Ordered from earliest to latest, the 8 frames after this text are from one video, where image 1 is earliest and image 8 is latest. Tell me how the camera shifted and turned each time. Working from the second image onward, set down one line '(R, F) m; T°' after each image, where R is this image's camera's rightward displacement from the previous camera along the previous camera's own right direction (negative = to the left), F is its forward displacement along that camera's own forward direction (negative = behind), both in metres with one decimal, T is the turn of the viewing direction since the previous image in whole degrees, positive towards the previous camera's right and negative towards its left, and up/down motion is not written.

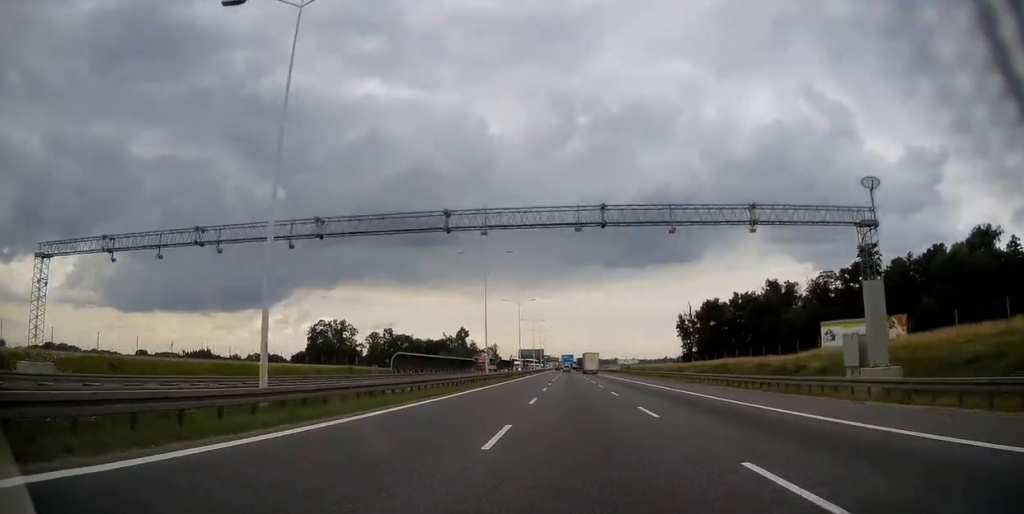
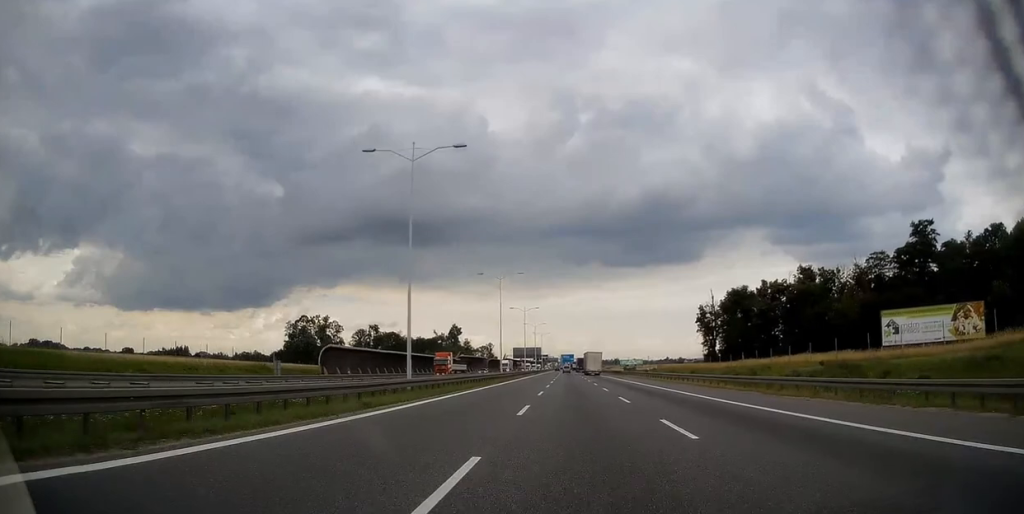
(-0.1, +29.1) m; 0°
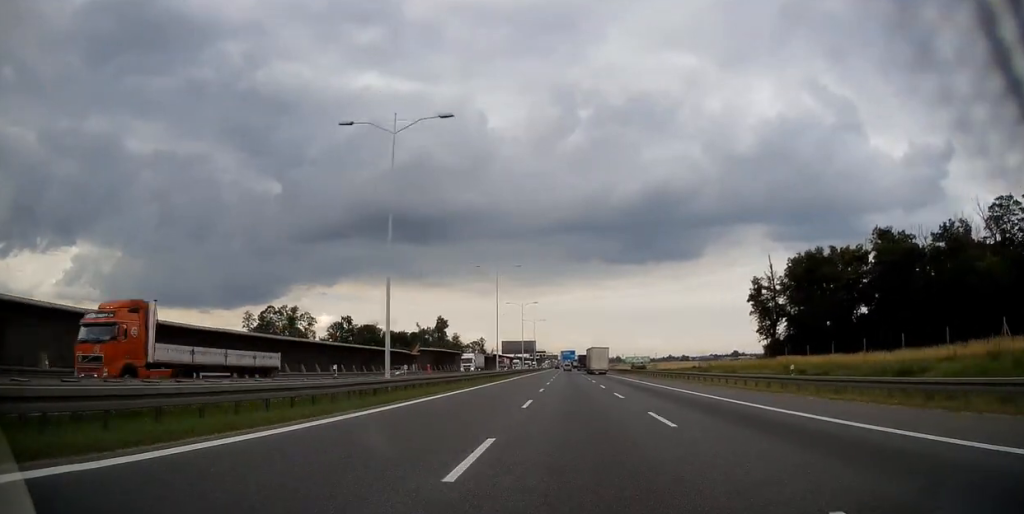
(0.0, +46.3) m; 0°
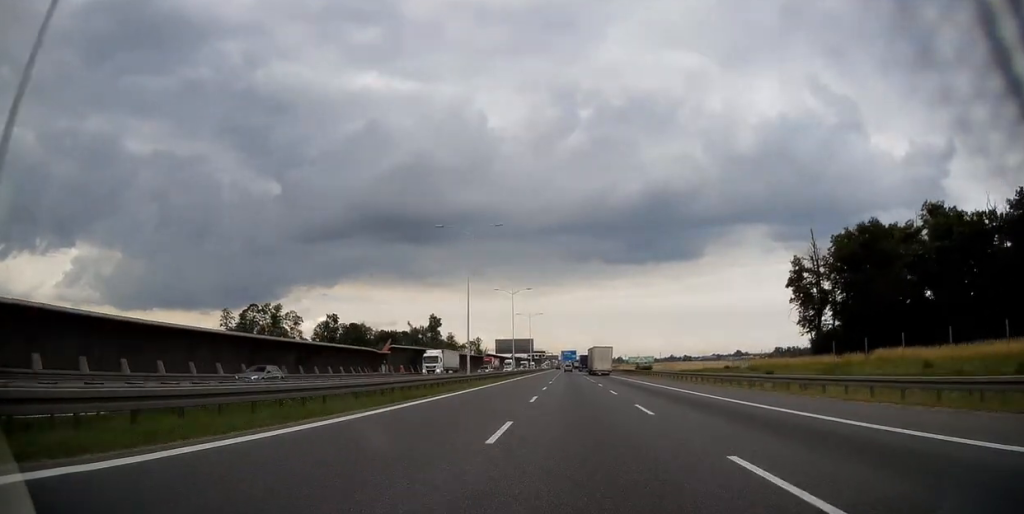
(0.0, +20.8) m; 0°
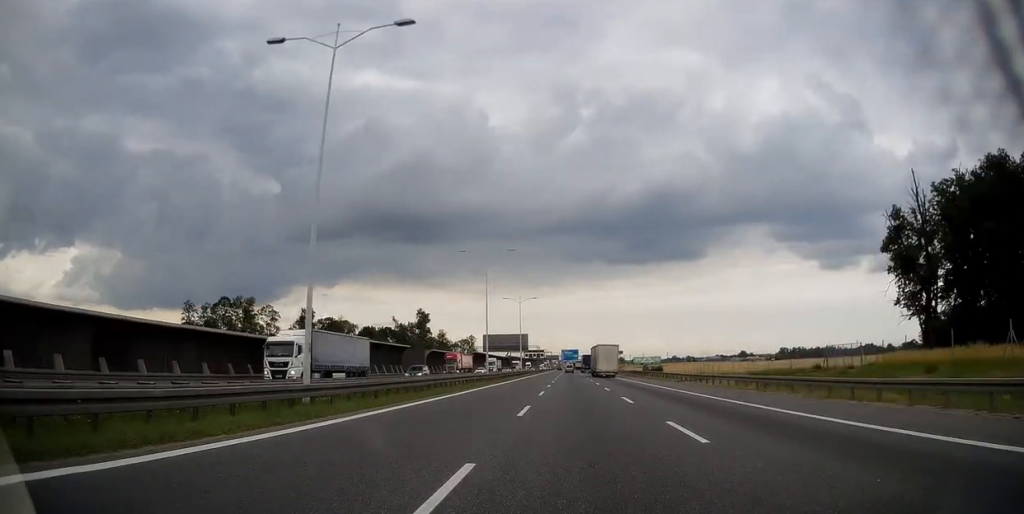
(0.0, +30.6) m; 0°
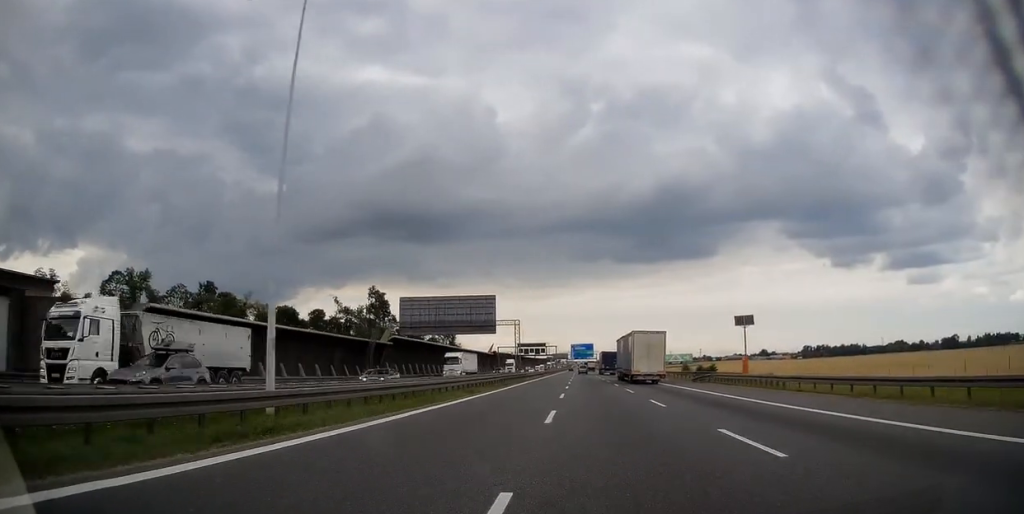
(-0.3, +87.2) m; -1°
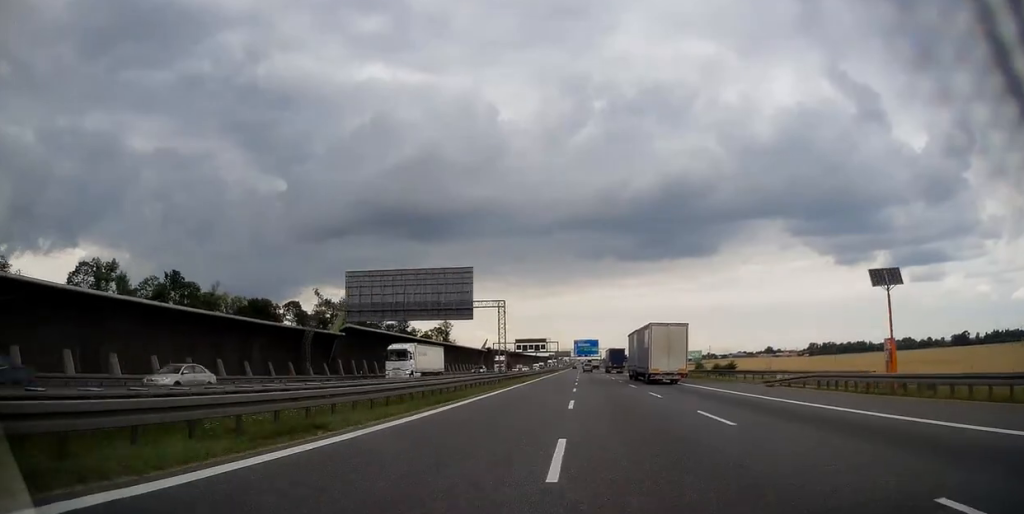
(0.0, +19.7) m; 0°
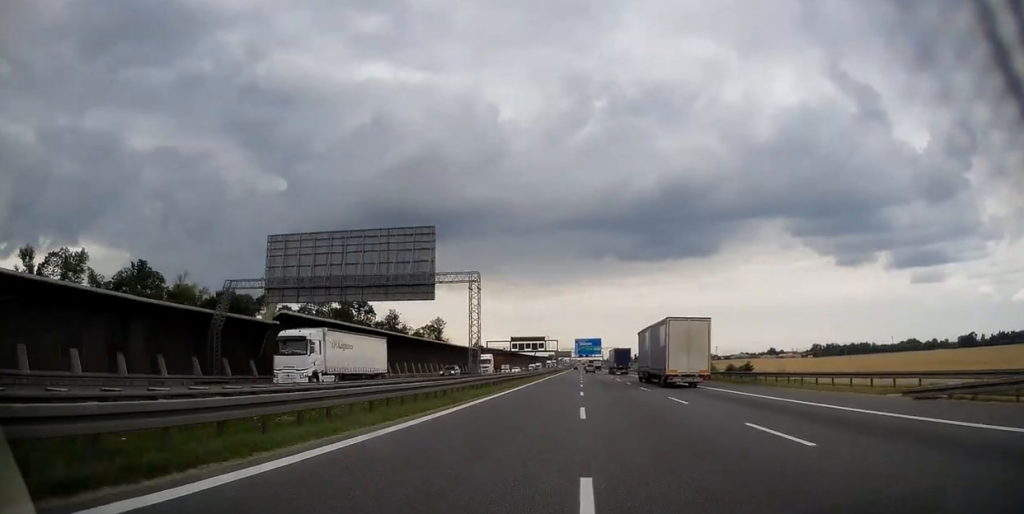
(-0.1, +16.0) m; 0°
